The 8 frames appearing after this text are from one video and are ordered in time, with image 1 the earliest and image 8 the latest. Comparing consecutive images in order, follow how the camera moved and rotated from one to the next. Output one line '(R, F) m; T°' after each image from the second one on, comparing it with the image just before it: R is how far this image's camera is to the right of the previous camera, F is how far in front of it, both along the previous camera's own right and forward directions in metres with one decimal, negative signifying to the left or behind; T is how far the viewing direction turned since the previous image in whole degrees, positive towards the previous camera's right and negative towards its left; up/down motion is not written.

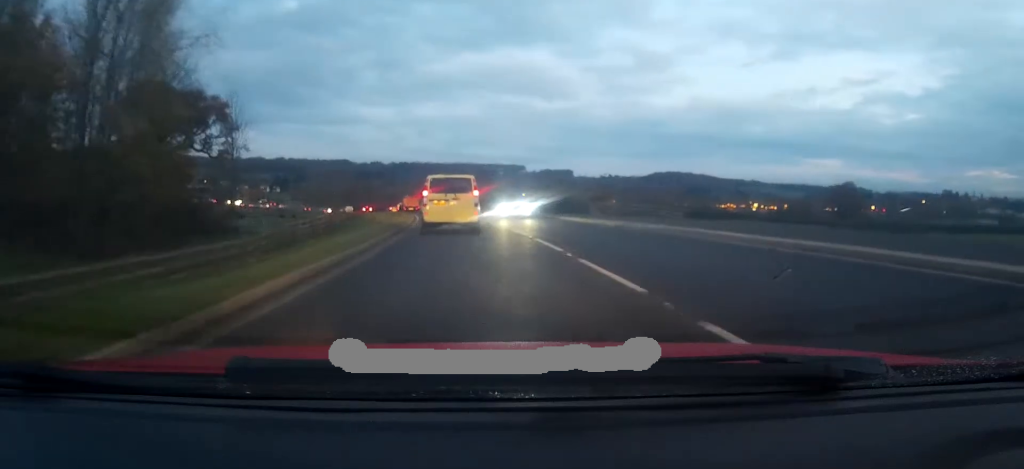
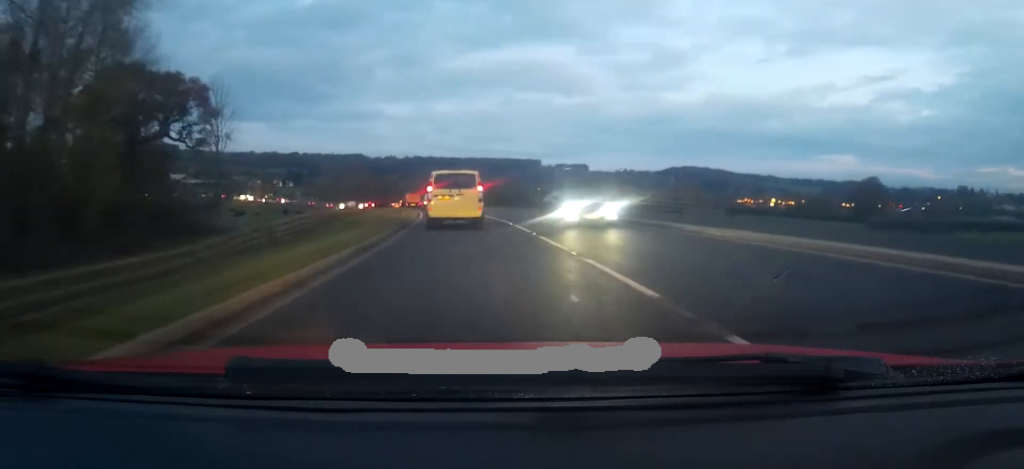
(0.0, +6.5) m; -1°
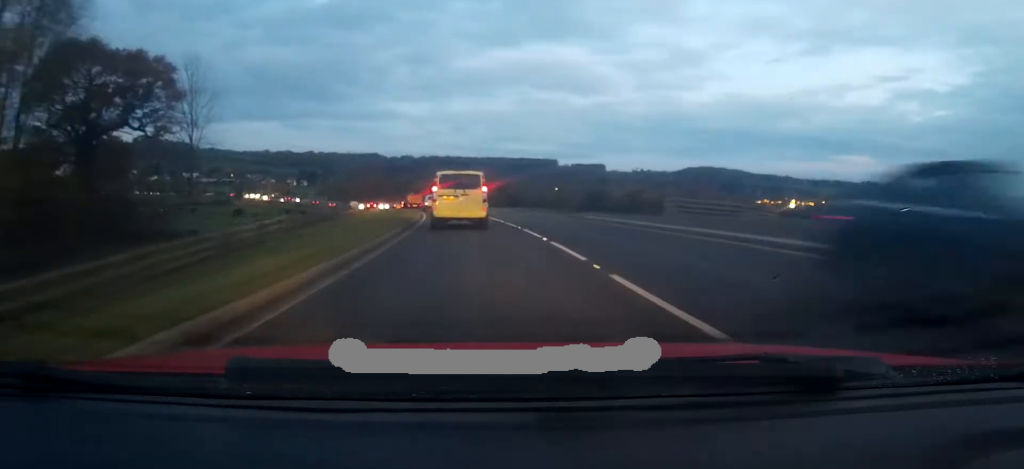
(-0.1, +7.9) m; -1°
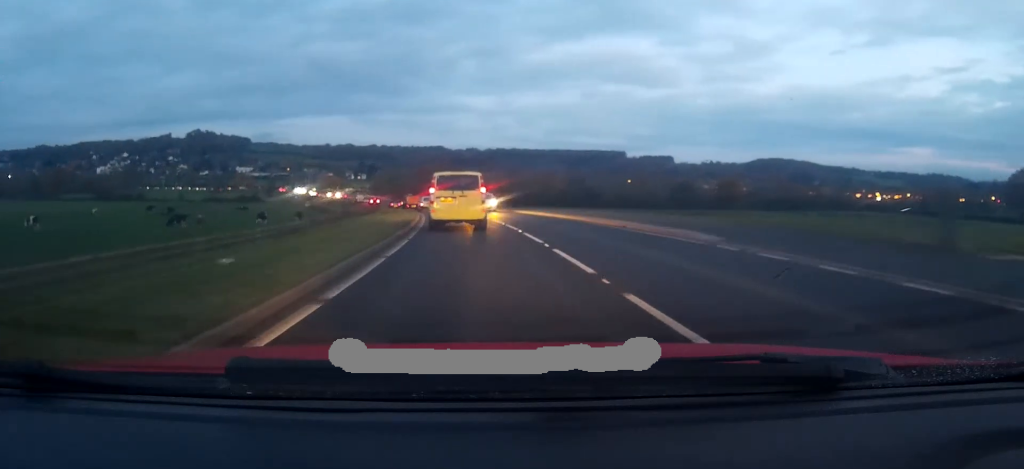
(-2.0, +37.2) m; -7°
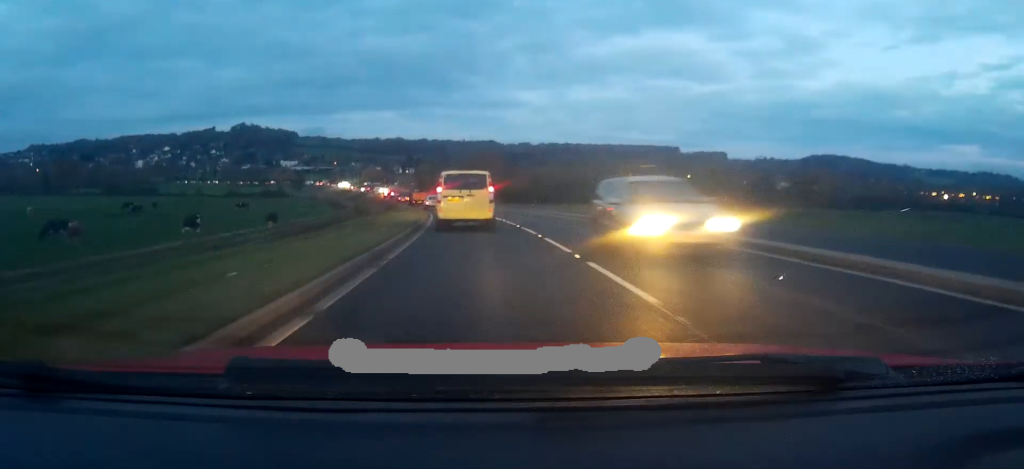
(-1.2, +26.2) m; -5°
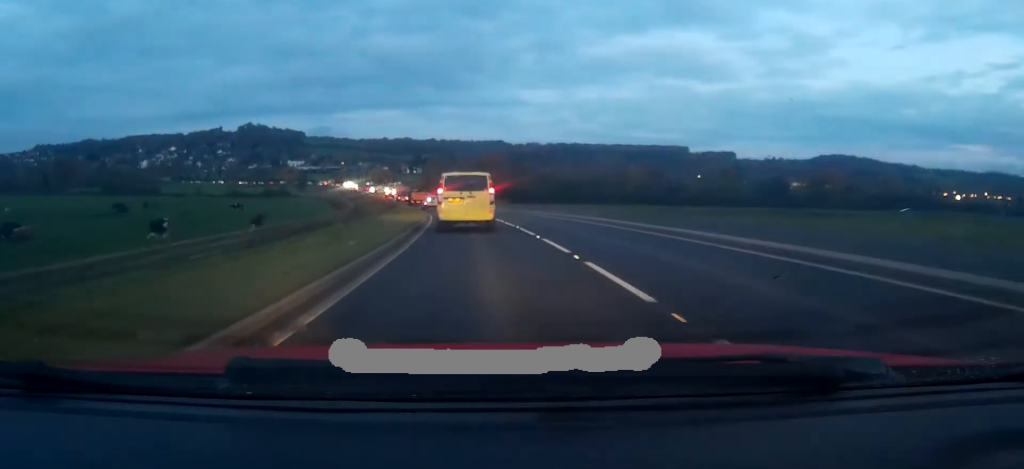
(-0.1, +5.8) m; -1°
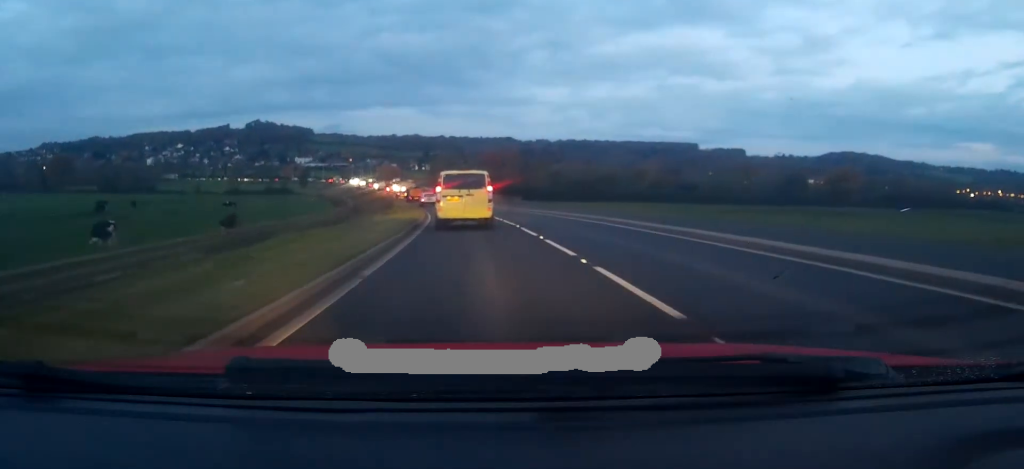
(0.0, +7.0) m; -1°
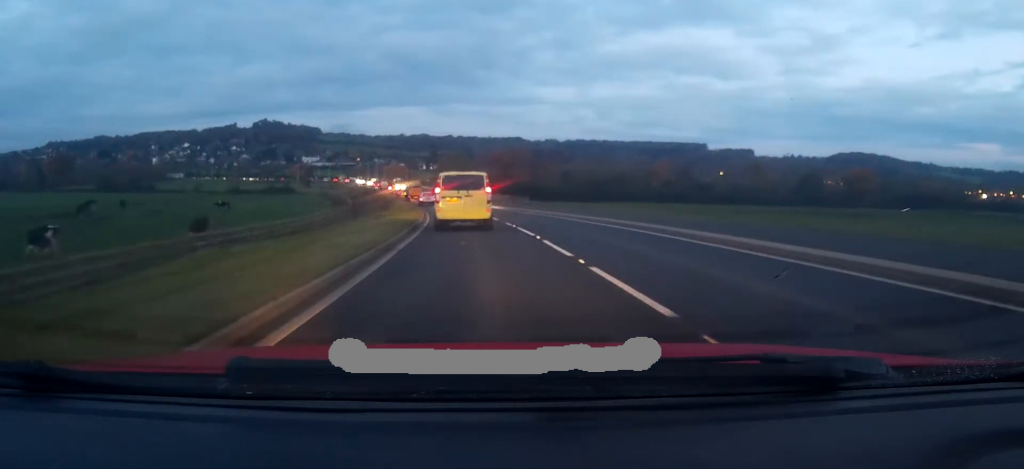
(0.0, +5.8) m; -1°
